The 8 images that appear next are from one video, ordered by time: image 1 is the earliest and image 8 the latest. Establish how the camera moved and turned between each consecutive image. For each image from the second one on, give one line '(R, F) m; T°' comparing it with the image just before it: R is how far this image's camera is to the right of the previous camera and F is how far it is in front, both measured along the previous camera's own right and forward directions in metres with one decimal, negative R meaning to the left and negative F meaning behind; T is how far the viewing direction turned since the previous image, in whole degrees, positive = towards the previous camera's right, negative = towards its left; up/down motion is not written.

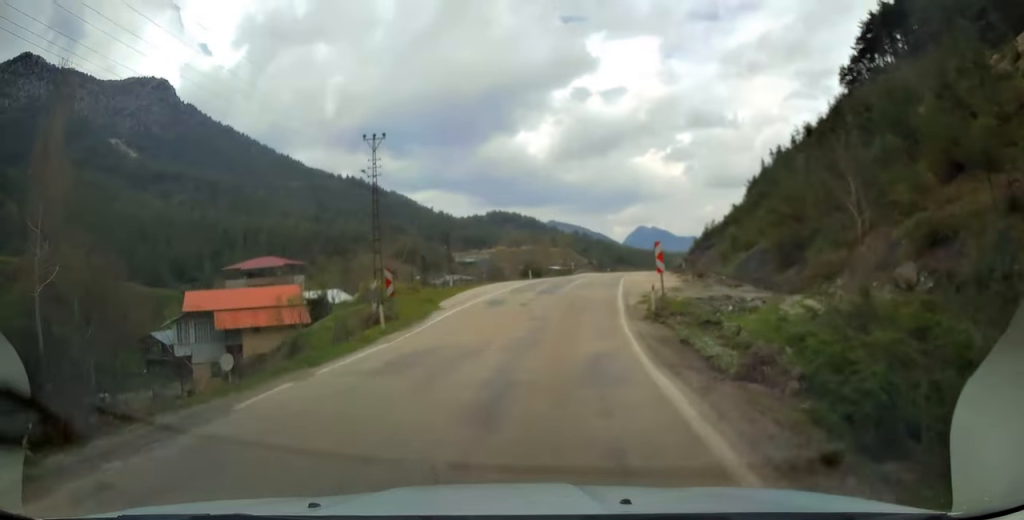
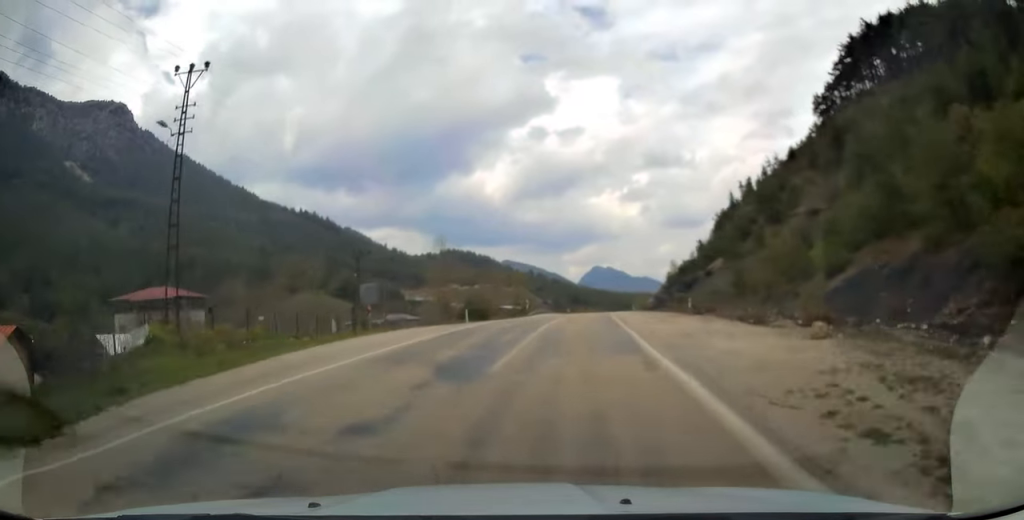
(+0.3, +18.9) m; +5°
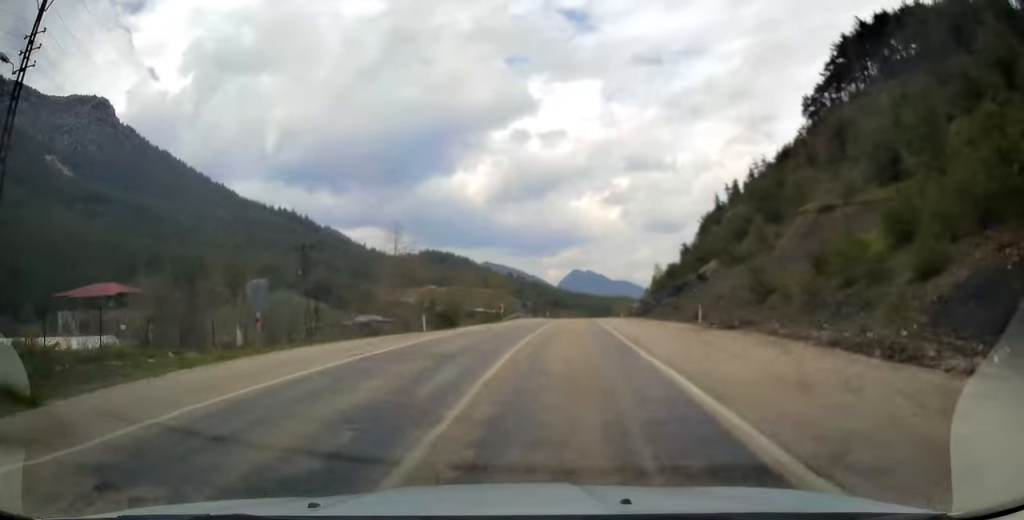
(+0.6, +8.3) m; +2°
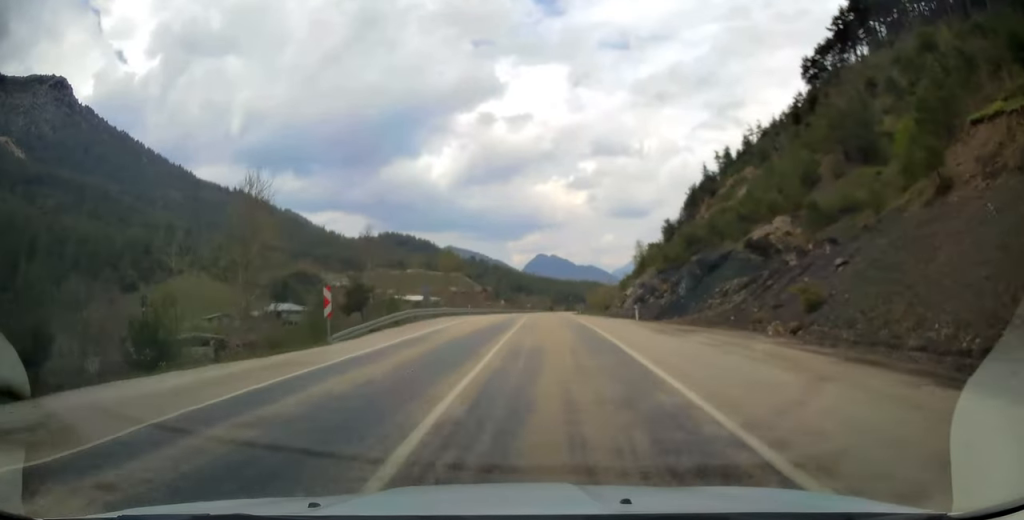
(+1.9, +40.1) m; +4°
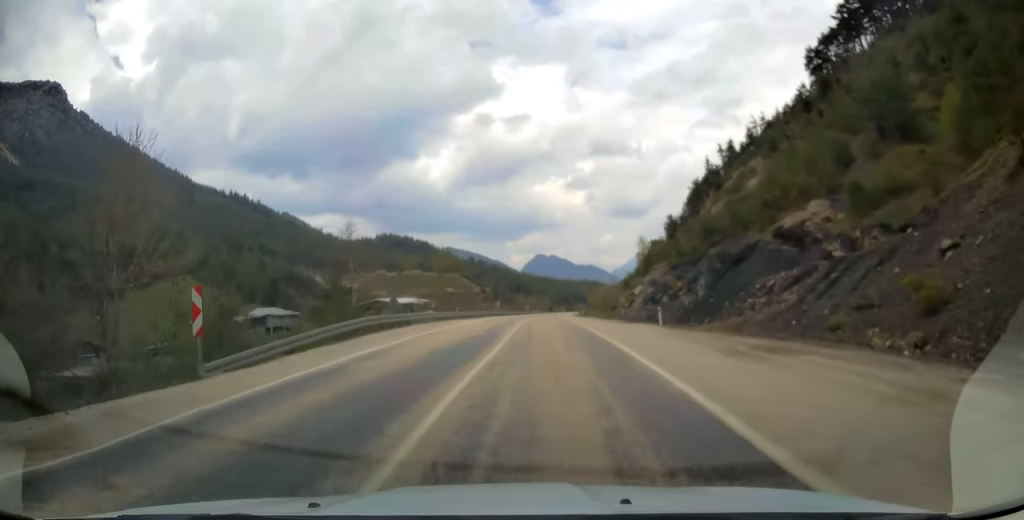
(0.0, +8.1) m; 0°
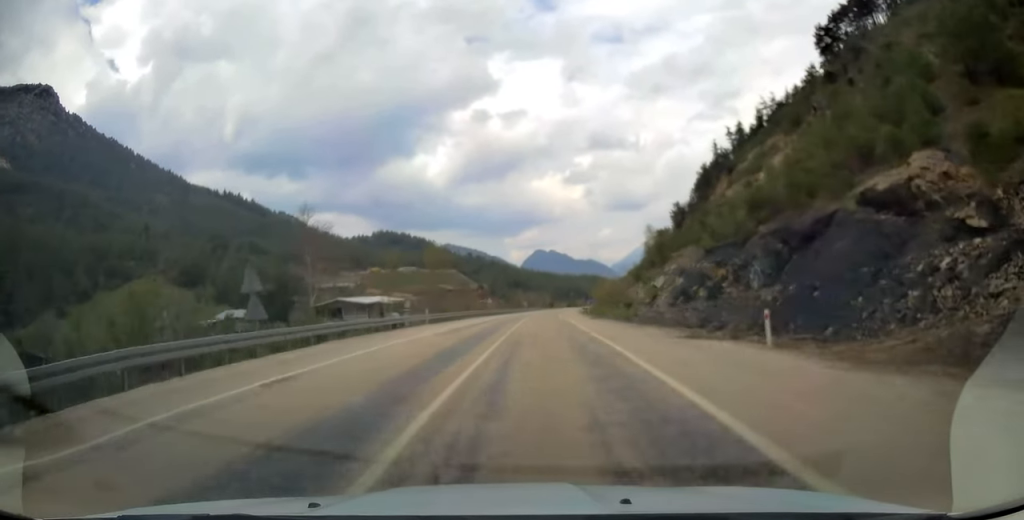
(+0.1, +14.9) m; -1°
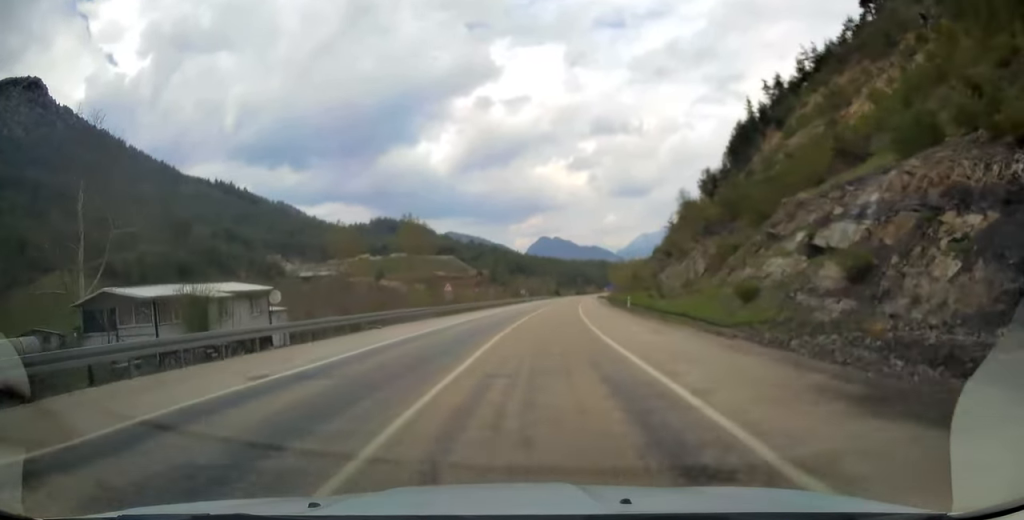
(-0.6, +37.0) m; -1°
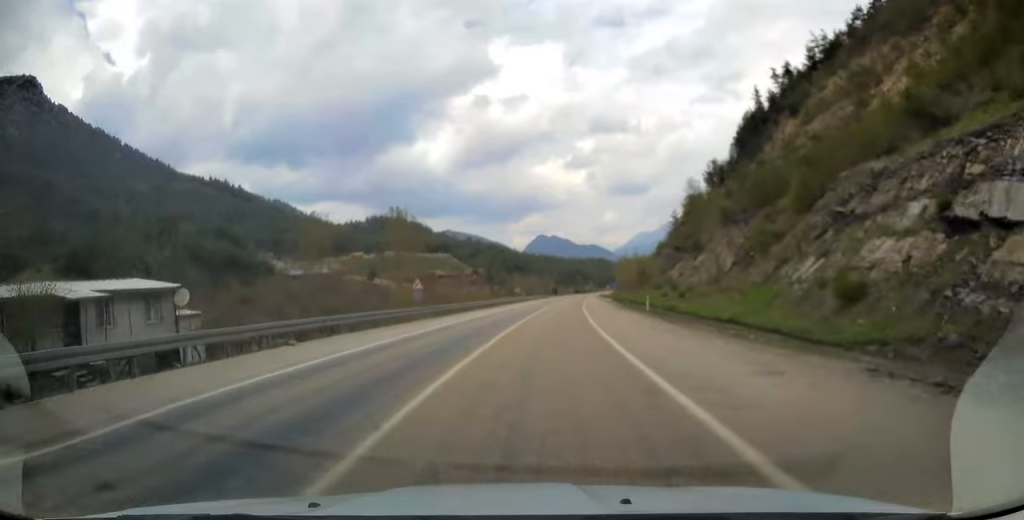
(0.0, +10.0) m; 0°
